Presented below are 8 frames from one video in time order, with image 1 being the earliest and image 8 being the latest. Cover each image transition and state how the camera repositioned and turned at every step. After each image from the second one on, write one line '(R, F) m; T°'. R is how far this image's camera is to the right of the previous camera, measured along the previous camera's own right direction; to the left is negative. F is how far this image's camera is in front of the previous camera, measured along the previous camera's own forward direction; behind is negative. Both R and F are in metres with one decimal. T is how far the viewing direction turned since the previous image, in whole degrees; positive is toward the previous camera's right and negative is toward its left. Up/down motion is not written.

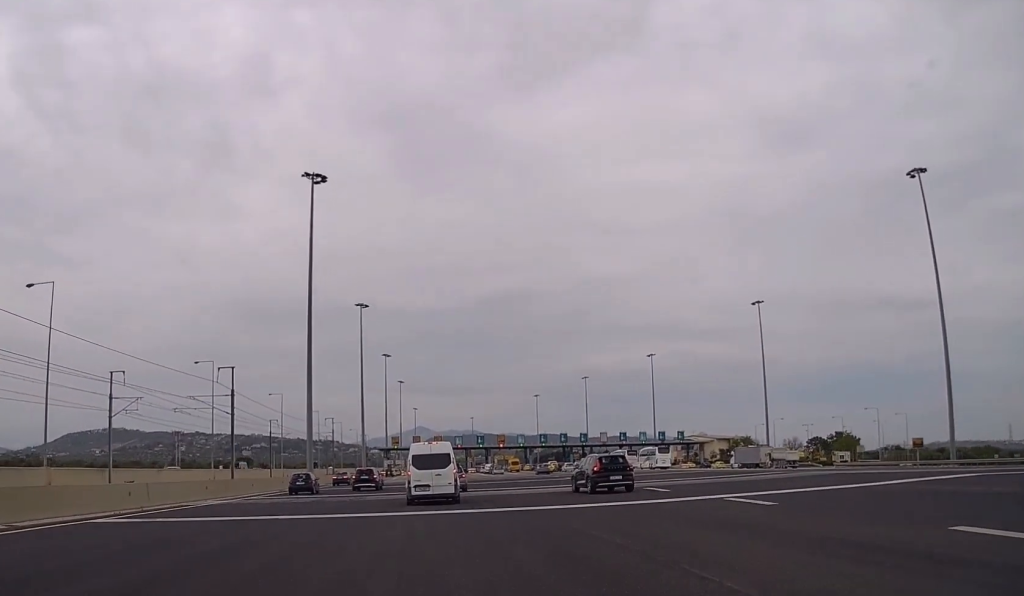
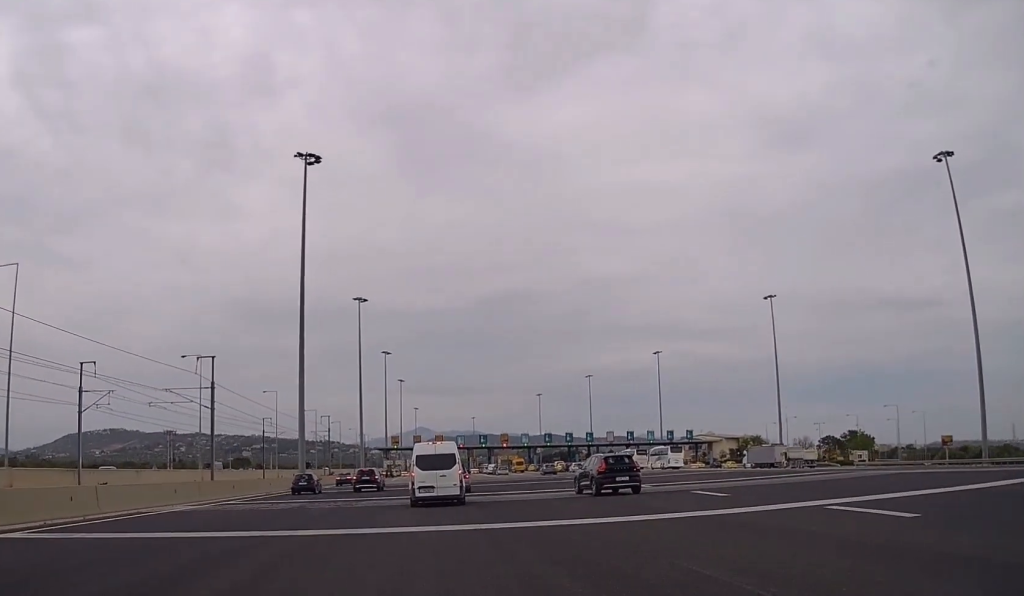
(+0.1, +6.1) m; 0°
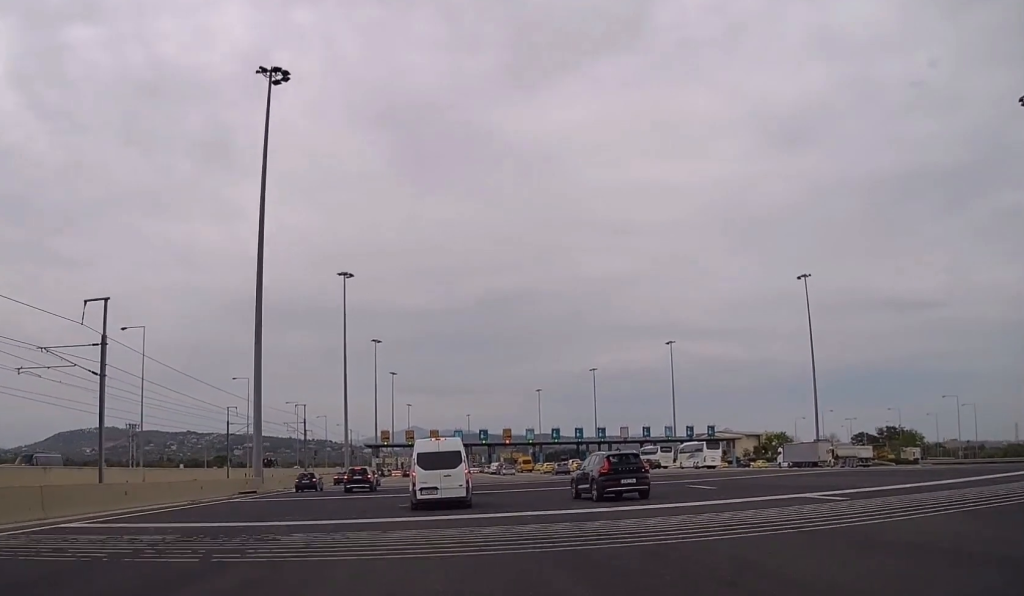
(-0.1, +18.7) m; 0°
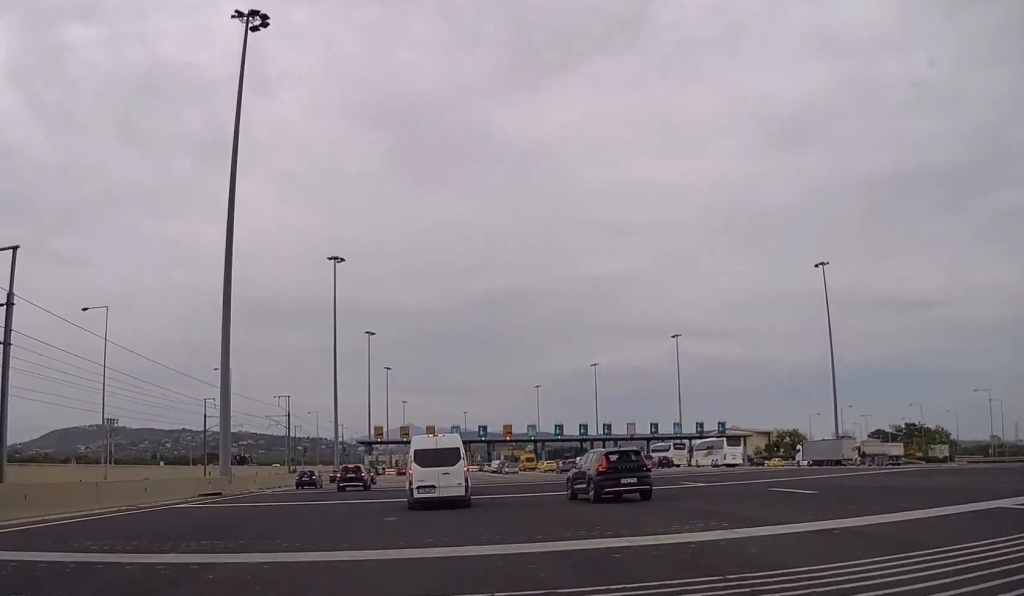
(+0.1, +8.9) m; 0°
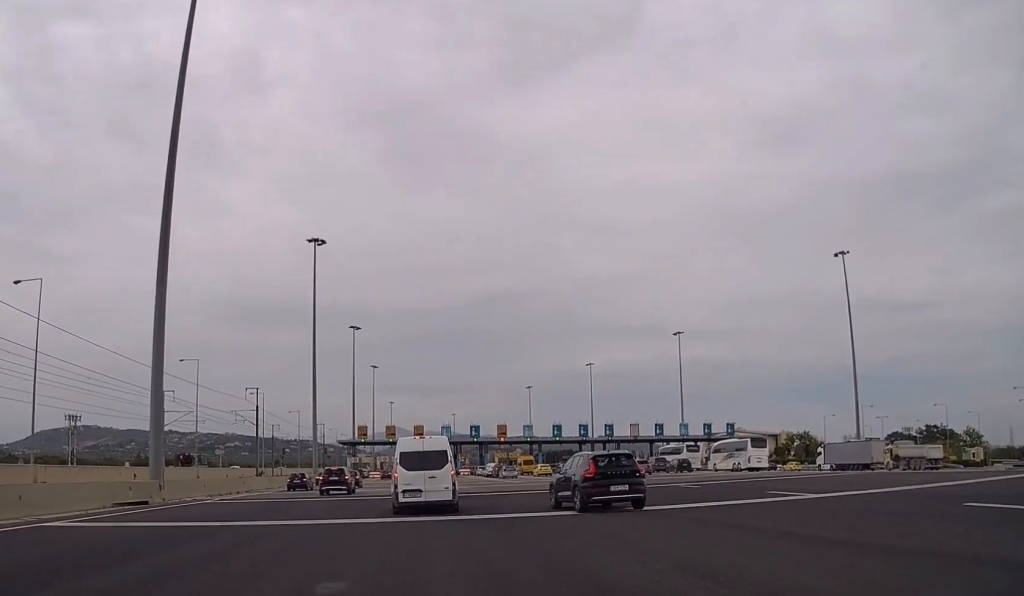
(+0.1, +11.5) m; +1°
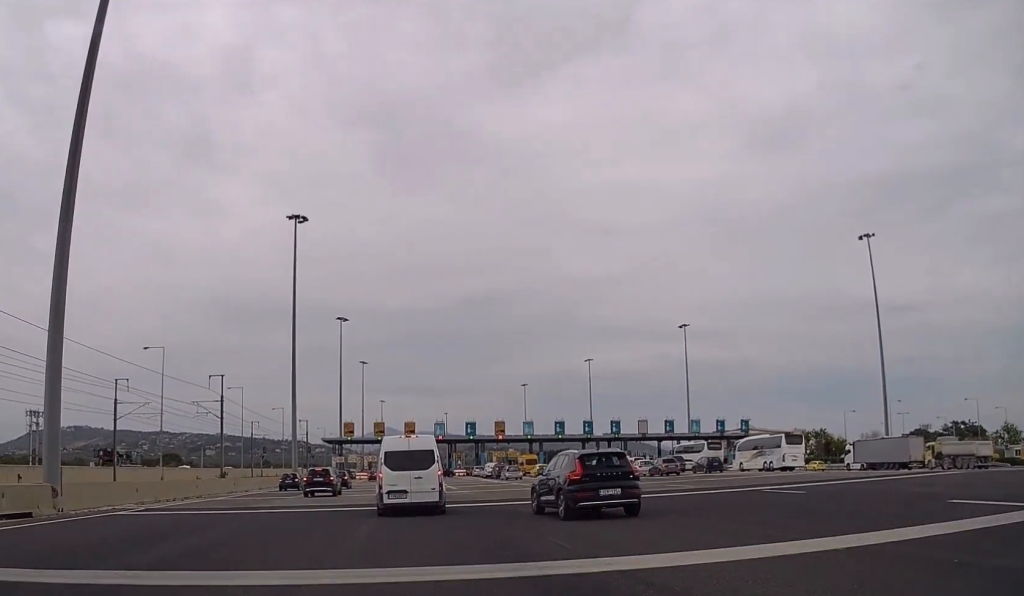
(+0.1, +11.0) m; 0°
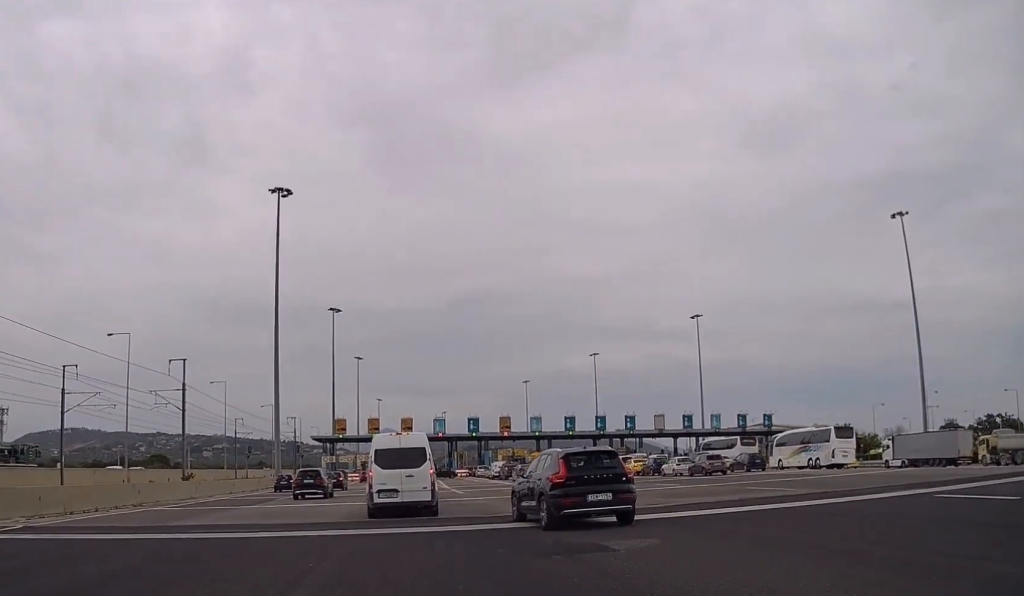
(0.0, +10.8) m; 0°
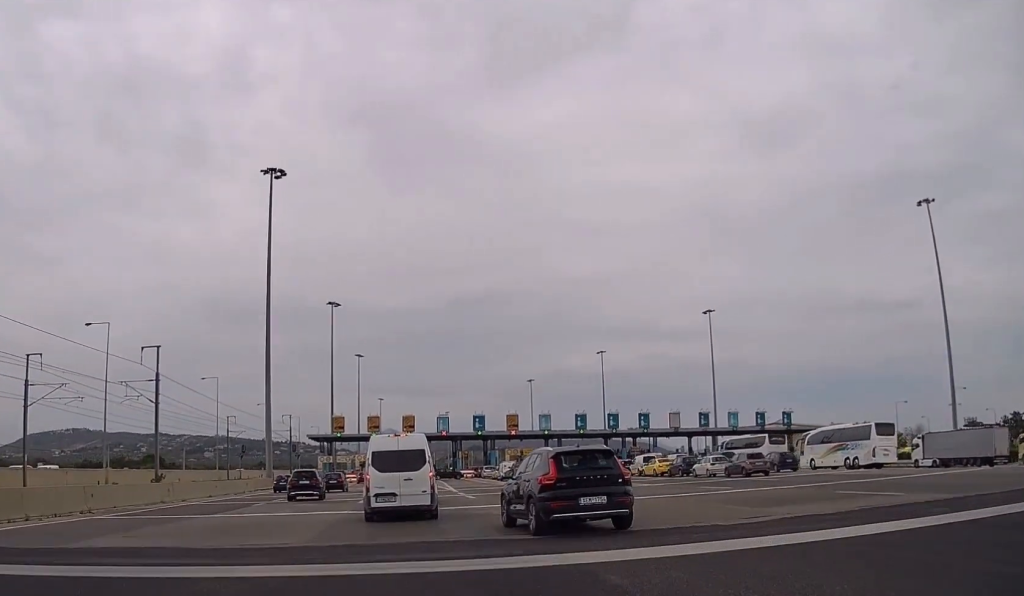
(0.0, +6.6) m; 0°
